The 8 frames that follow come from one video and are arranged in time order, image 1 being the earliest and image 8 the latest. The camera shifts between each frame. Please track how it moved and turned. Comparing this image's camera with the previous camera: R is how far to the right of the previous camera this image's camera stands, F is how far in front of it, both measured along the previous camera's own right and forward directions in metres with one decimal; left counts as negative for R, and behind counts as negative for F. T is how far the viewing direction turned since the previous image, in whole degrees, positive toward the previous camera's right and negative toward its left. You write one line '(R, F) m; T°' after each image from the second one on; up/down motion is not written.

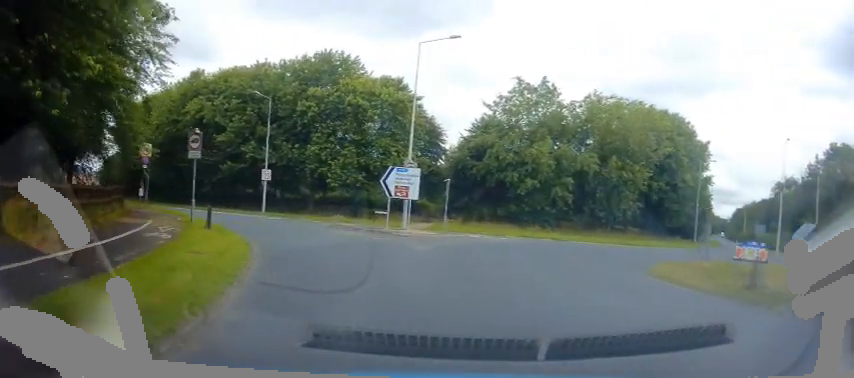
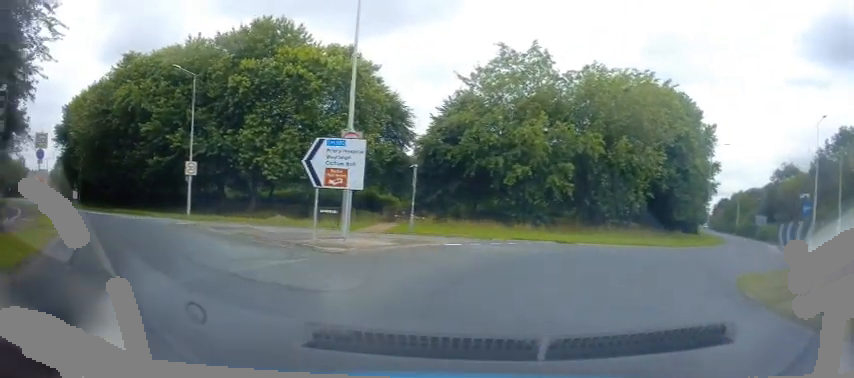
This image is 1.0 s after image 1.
(+0.2, +8.5) m; +8°
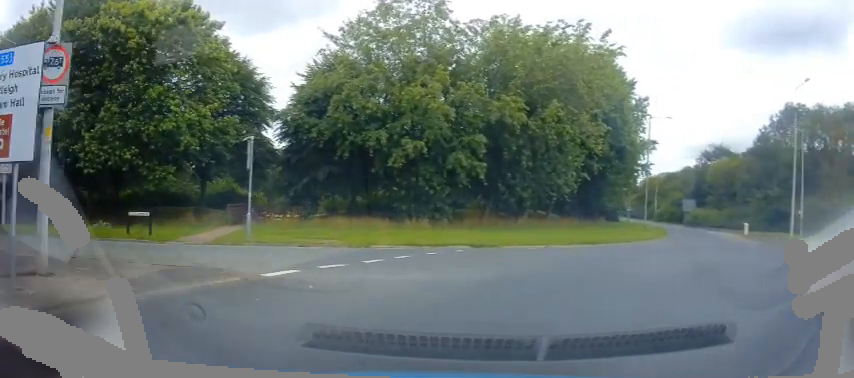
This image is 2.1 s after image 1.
(+1.2, +9.0) m; +17°
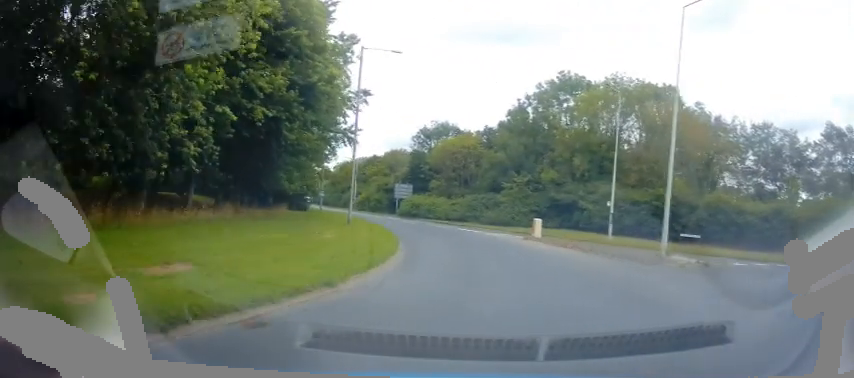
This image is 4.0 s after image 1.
(+4.5, +16.3) m; +26°
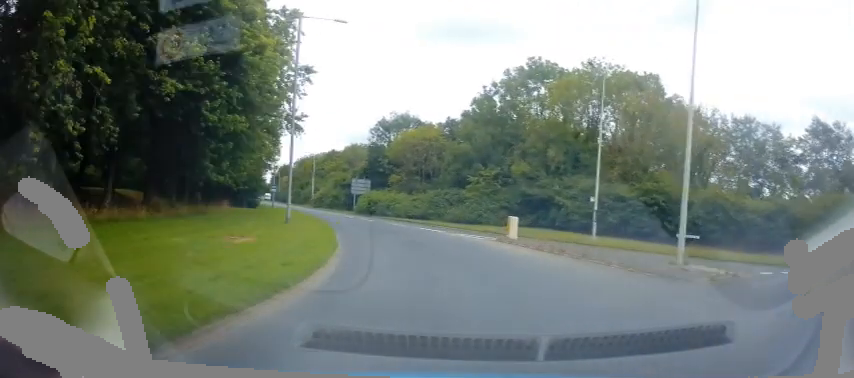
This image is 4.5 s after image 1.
(+0.3, +4.2) m; +1°
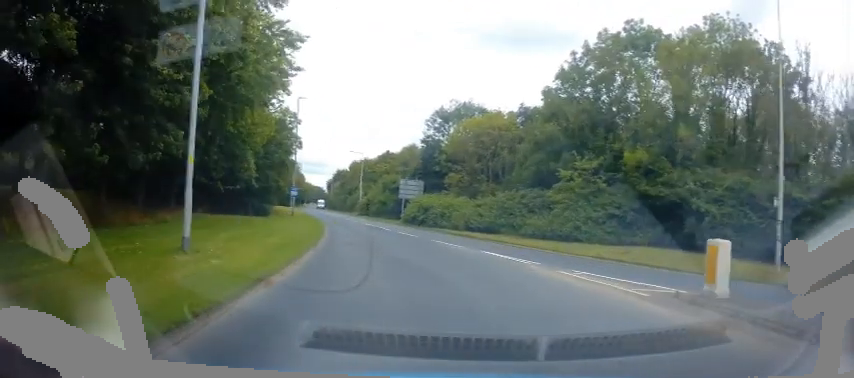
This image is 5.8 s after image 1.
(-0.3, +12.4) m; -7°
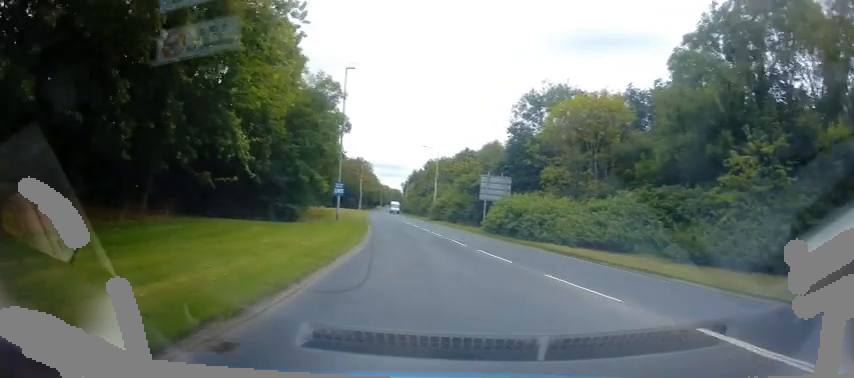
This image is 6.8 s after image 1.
(-0.7, +9.9) m; -8°
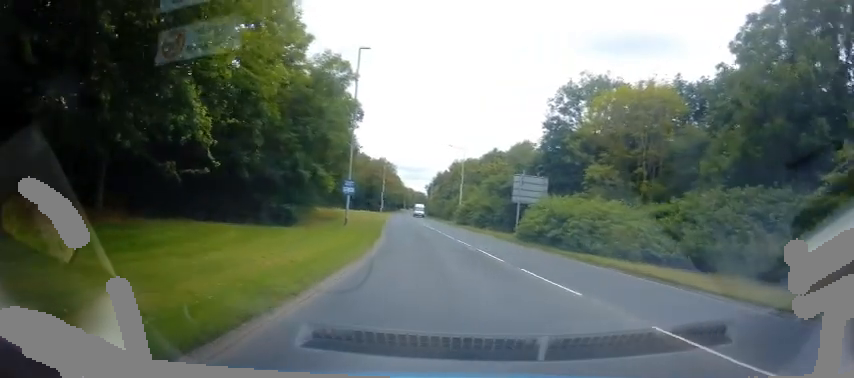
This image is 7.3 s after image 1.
(-0.3, +5.0) m; -2°
